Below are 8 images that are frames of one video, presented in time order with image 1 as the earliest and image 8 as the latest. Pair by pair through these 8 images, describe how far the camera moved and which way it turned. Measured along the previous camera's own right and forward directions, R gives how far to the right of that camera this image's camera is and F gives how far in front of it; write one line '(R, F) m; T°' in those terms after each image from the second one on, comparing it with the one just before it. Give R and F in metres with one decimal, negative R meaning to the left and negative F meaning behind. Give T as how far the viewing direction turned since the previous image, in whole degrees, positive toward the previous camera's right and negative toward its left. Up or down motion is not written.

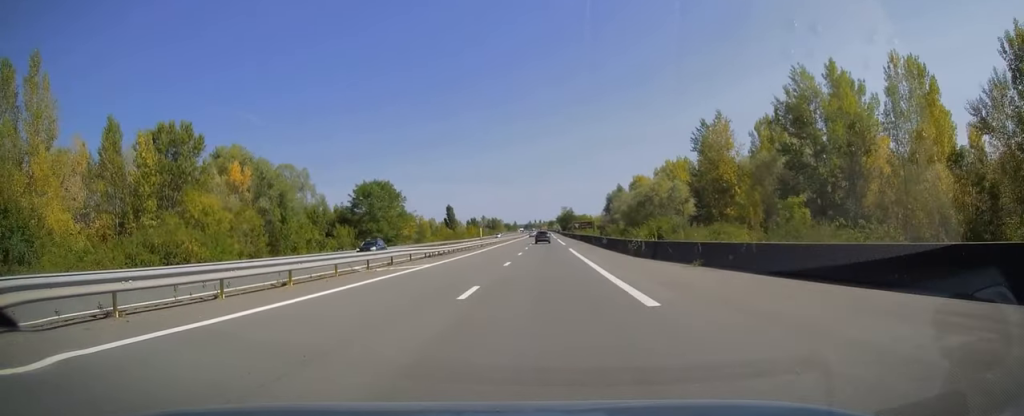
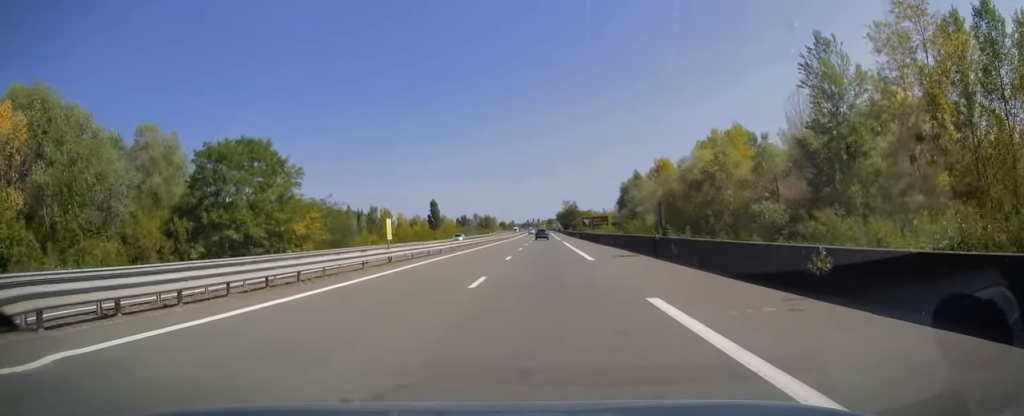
(-0.1, +38.4) m; 0°
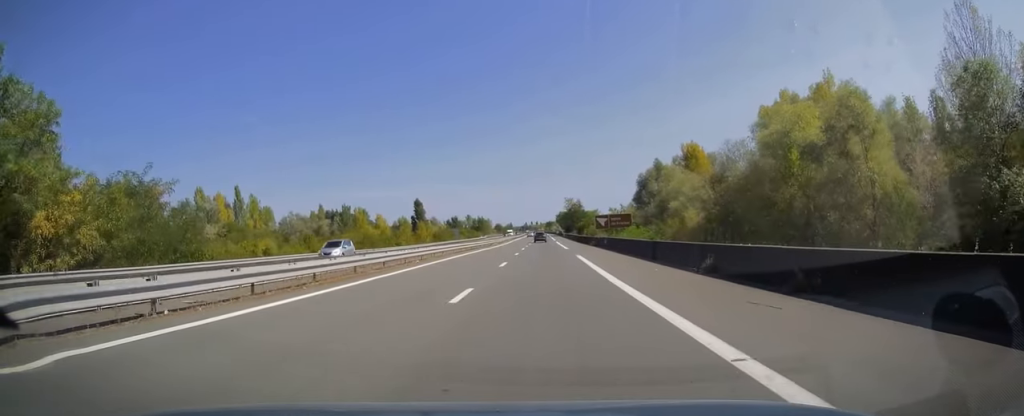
(+0.1, +29.5) m; 0°
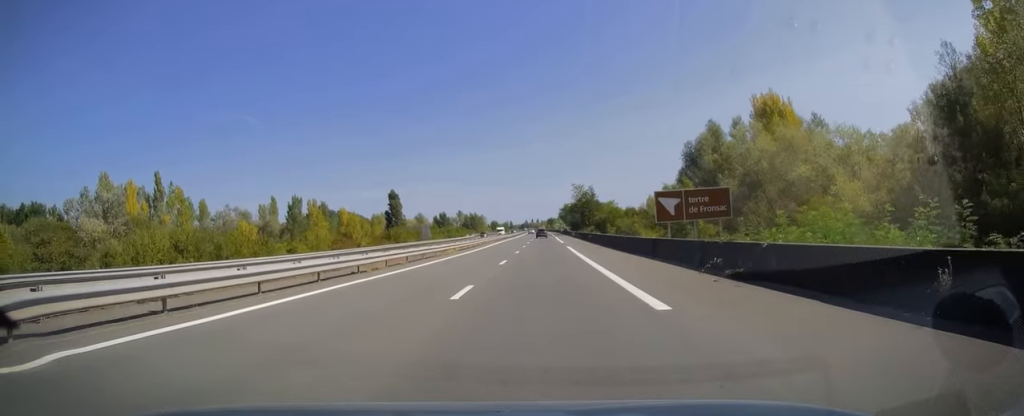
(-0.1, +39.7) m; 0°
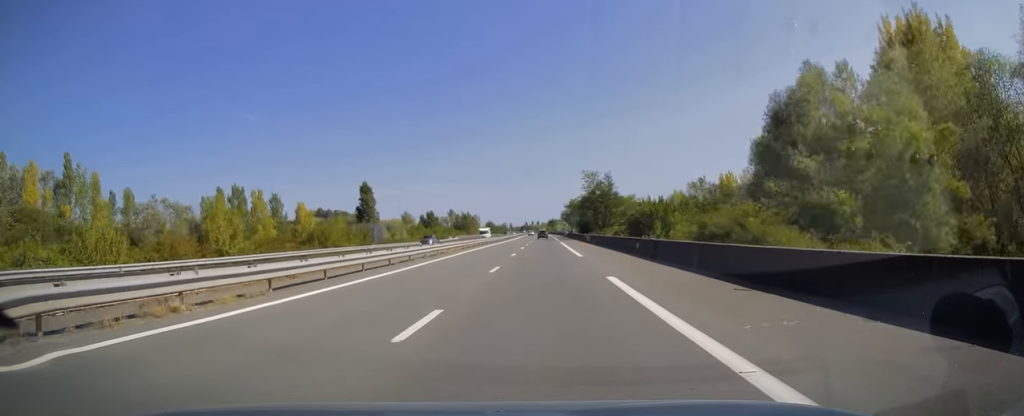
(+0.1, +31.3) m; 0°
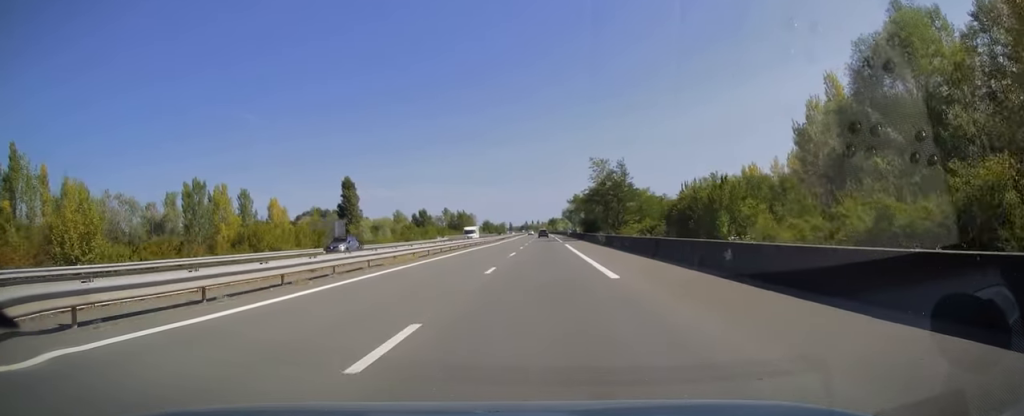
(0.0, +15.1) m; 0°
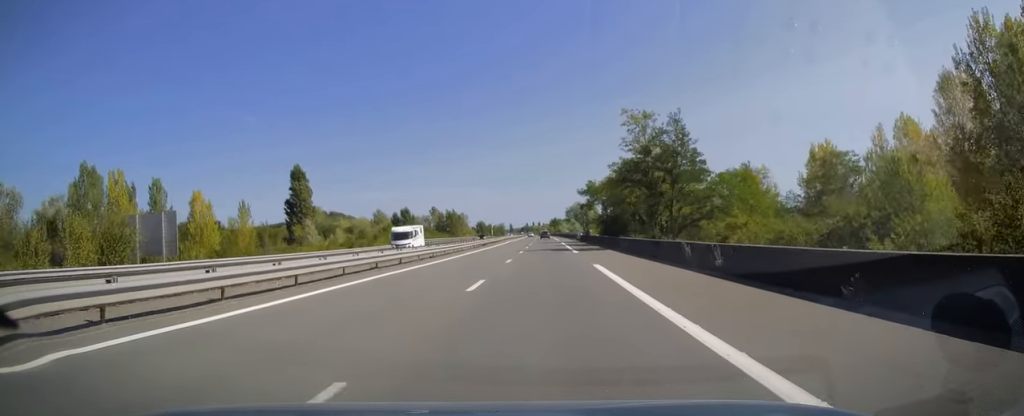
(-0.1, +31.3) m; 0°
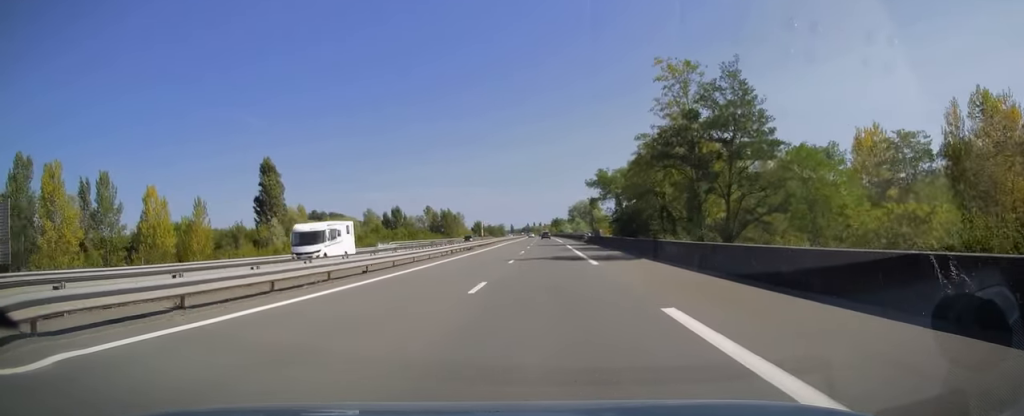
(-0.1, +13.7) m; 0°
